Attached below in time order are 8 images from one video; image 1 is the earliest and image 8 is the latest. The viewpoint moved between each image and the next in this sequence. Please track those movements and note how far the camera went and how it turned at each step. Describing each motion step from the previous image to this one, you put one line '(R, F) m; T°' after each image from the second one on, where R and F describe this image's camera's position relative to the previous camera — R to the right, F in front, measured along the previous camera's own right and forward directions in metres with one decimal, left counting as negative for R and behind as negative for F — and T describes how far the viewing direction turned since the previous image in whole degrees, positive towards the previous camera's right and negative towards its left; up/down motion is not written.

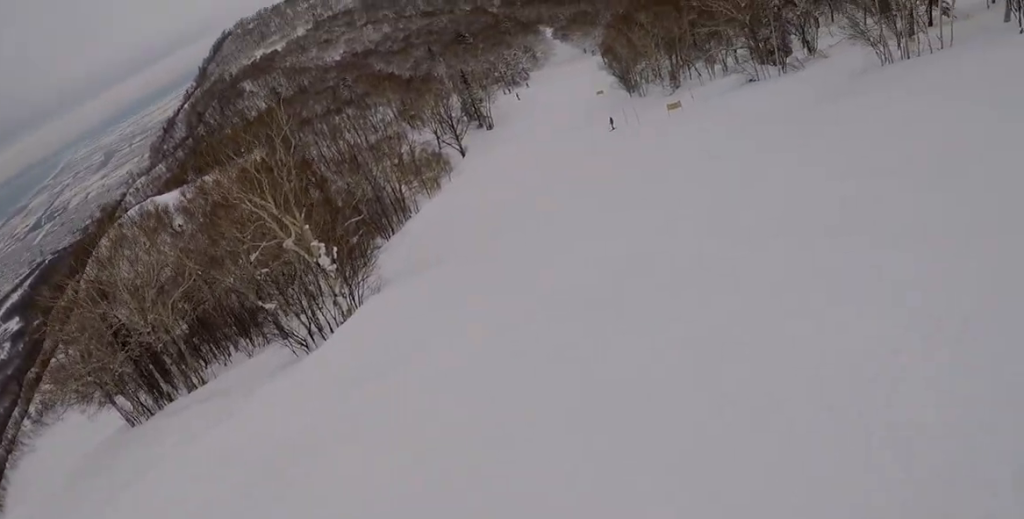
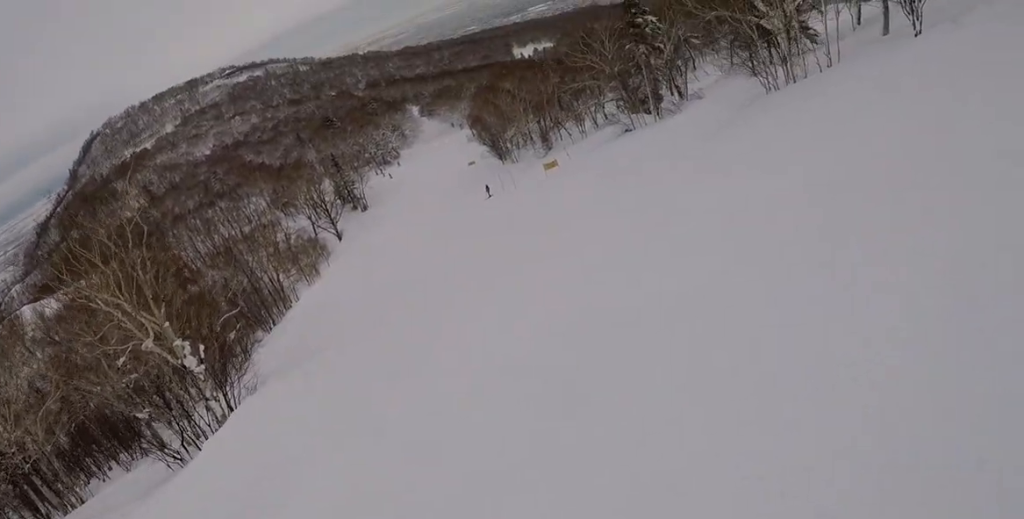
(+1.4, +2.0) m; +8°
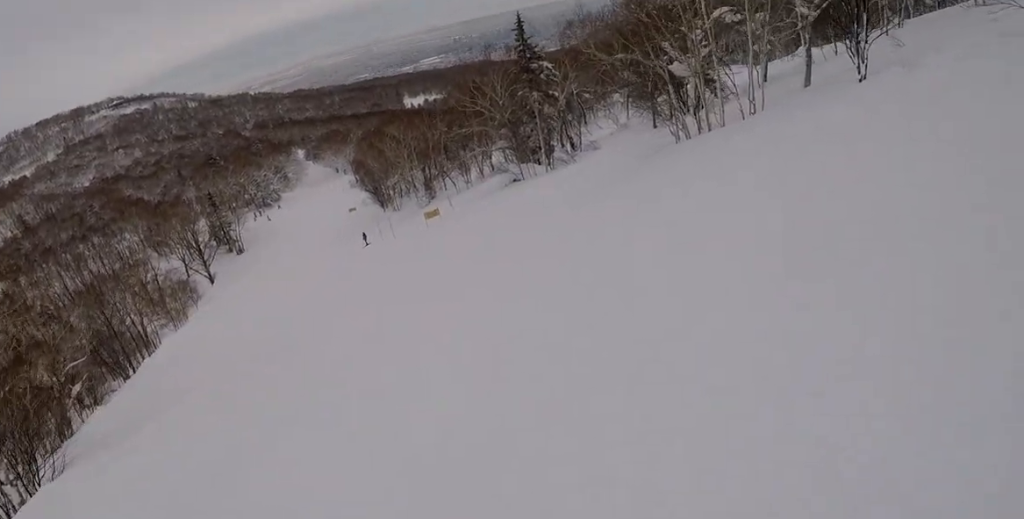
(+1.2, +3.7) m; +6°
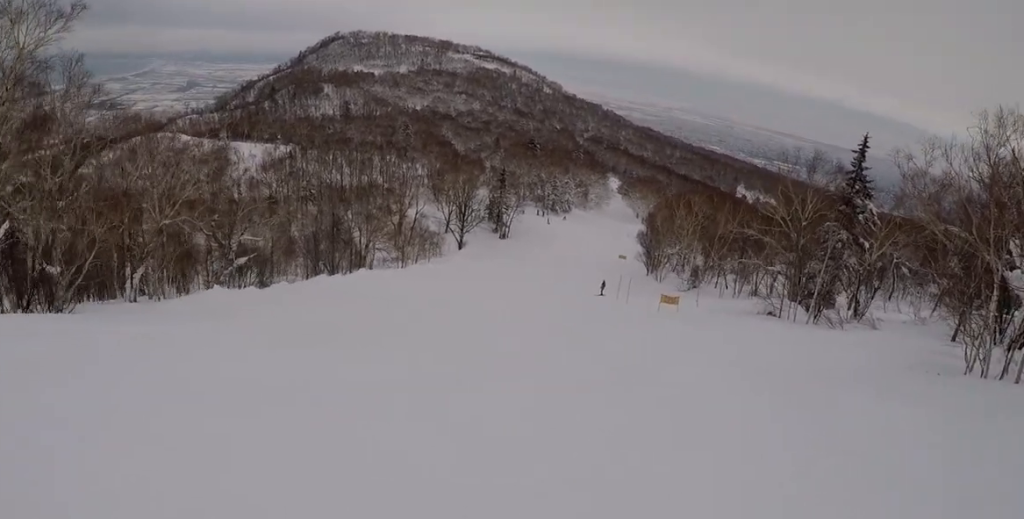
(-1.9, +7.2) m; -33°
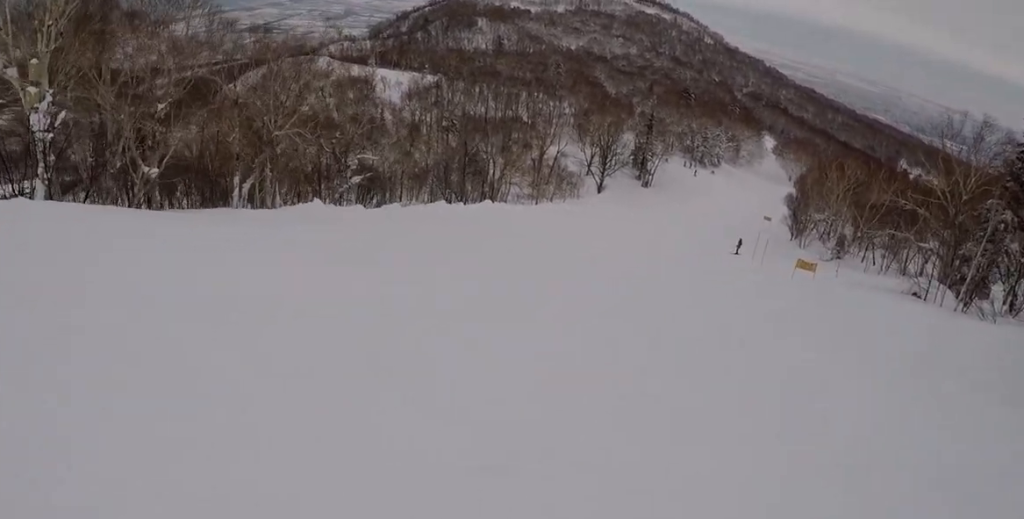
(+0.6, +2.4) m; -17°
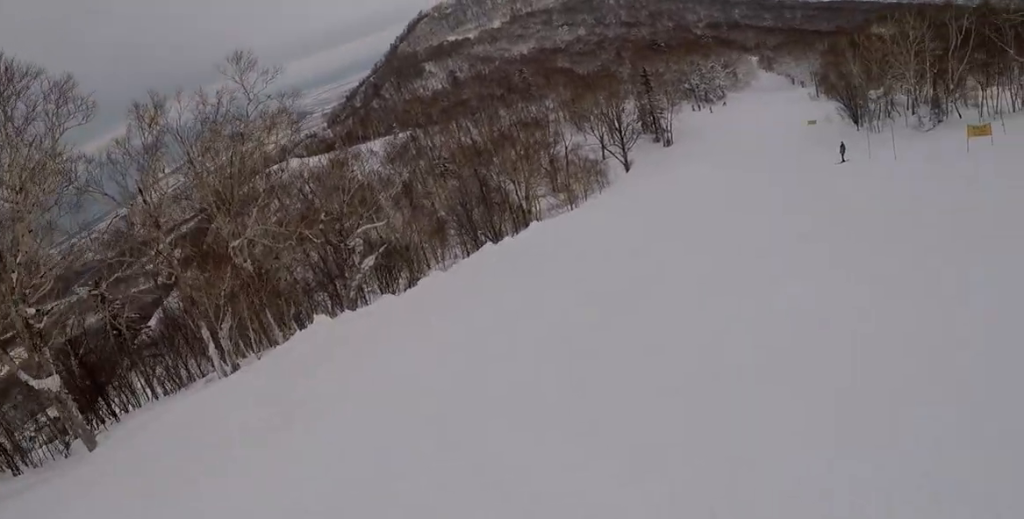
(-2.1, +14.2) m; +14°
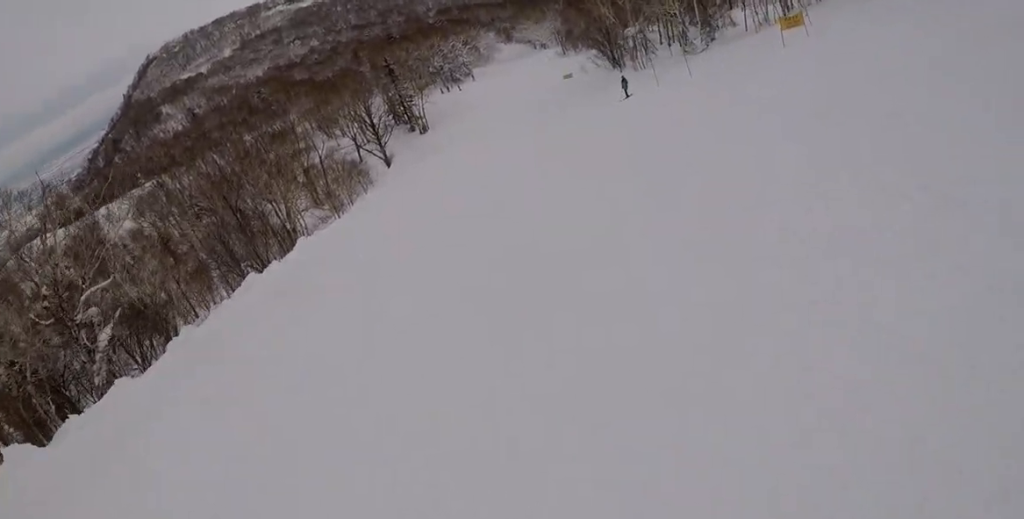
(+0.6, +5.7) m; +18°
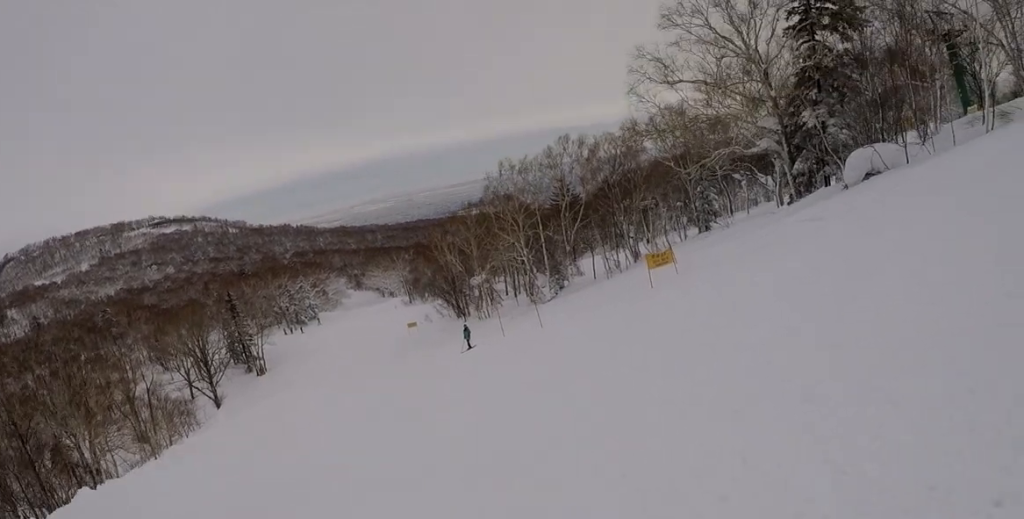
(+1.0, +5.4) m; +19°
